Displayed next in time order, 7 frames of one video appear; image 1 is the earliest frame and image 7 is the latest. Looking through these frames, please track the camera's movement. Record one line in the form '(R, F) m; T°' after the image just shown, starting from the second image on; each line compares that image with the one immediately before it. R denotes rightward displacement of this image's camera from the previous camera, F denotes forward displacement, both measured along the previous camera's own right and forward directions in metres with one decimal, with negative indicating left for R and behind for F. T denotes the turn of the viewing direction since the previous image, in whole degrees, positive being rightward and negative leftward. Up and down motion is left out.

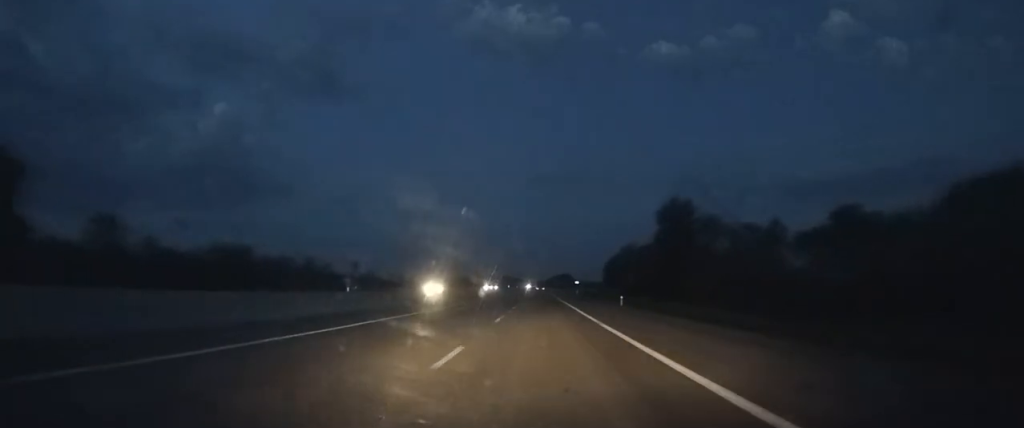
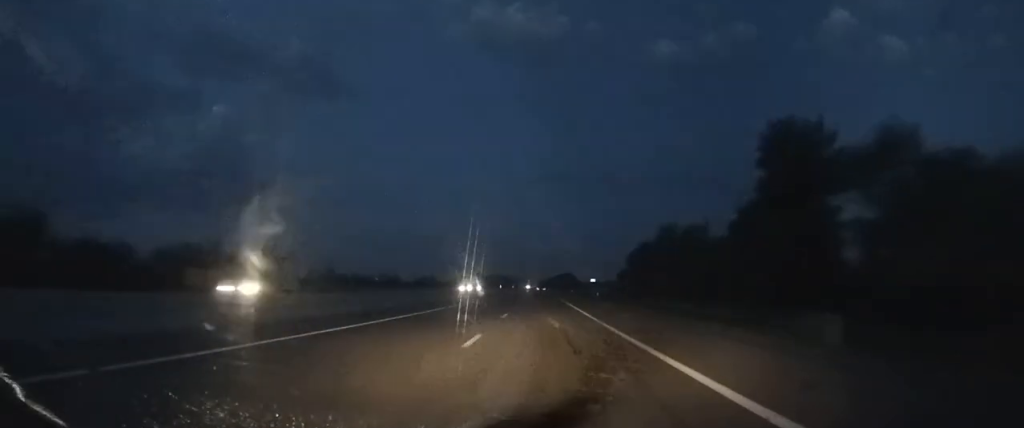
(0.0, +32.3) m; 0°
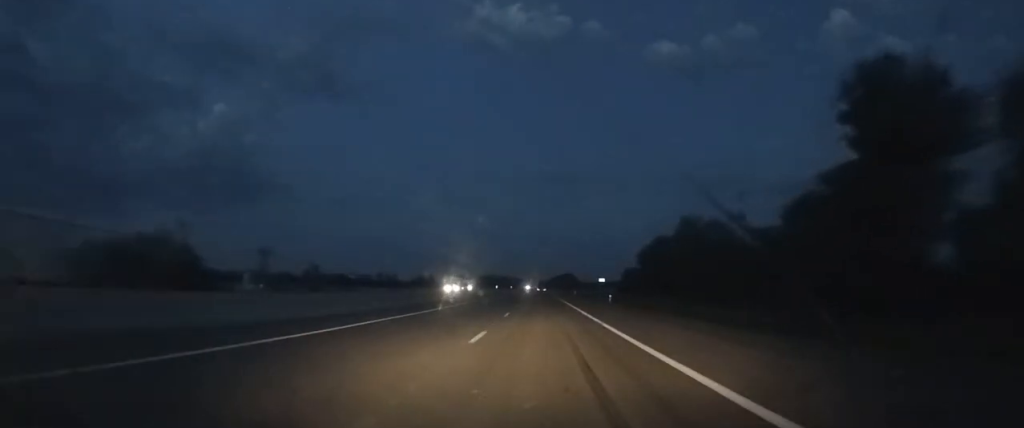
(0.0, +8.9) m; 0°
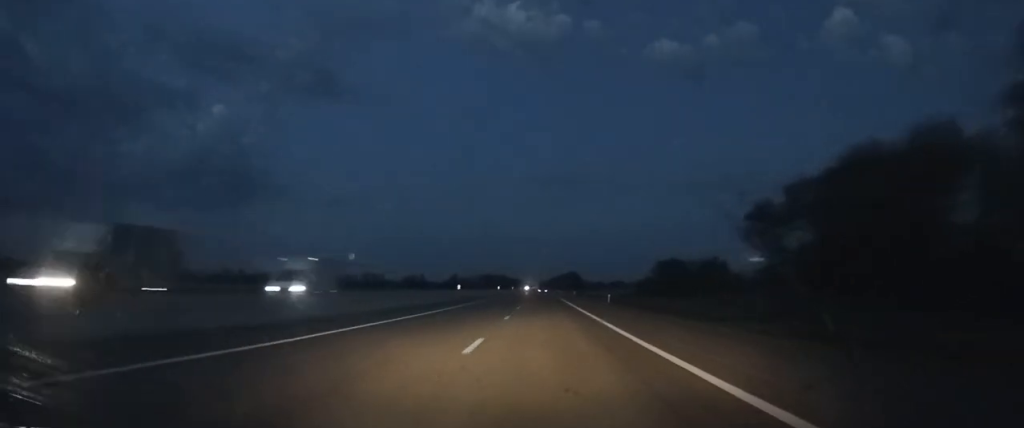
(-0.1, +38.9) m; 0°
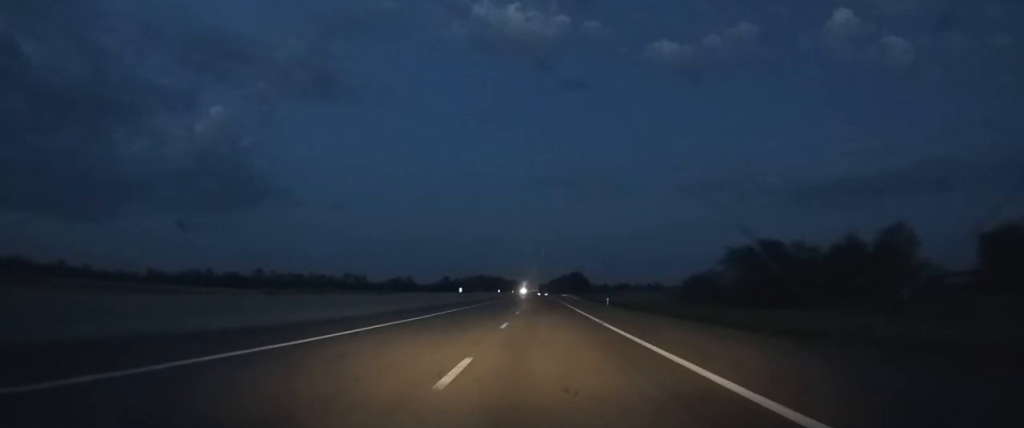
(-0.1, +45.9) m; 0°
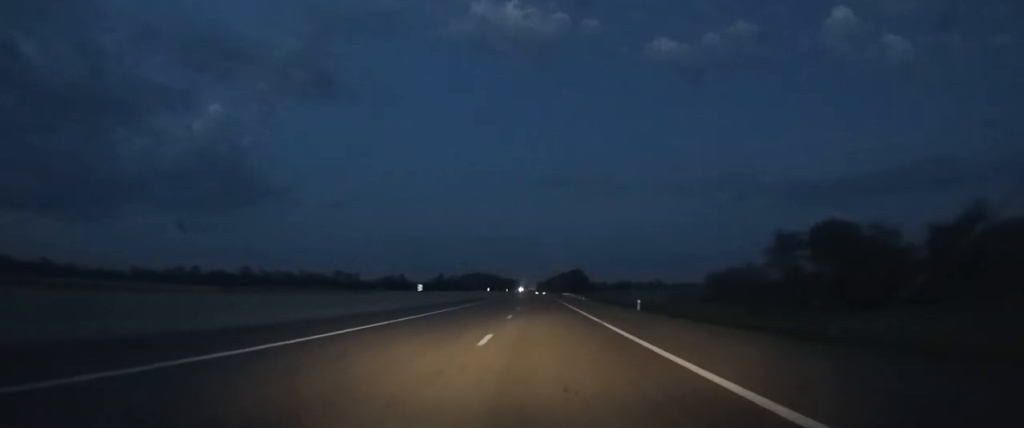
(0.0, +18.0) m; 0°
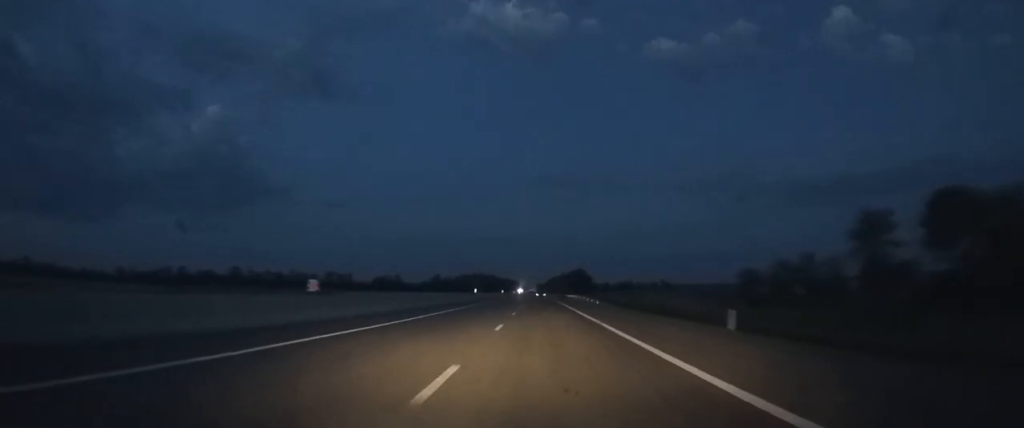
(0.0, +18.3) m; 0°
